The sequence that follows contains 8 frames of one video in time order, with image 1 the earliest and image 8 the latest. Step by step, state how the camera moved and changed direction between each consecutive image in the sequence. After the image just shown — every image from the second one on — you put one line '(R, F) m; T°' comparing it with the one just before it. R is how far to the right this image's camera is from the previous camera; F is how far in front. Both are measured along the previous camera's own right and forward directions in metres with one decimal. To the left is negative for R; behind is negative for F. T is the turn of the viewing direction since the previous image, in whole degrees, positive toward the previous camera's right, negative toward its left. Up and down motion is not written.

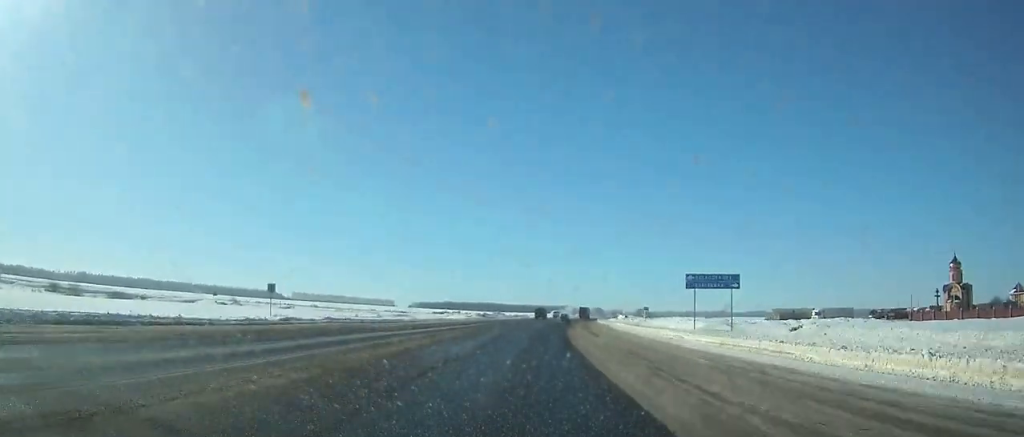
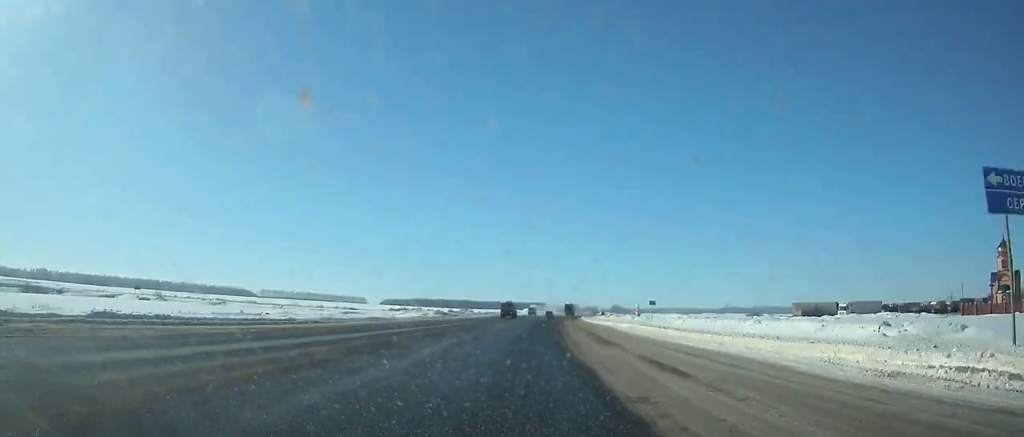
(0.0, +26.1) m; +2°
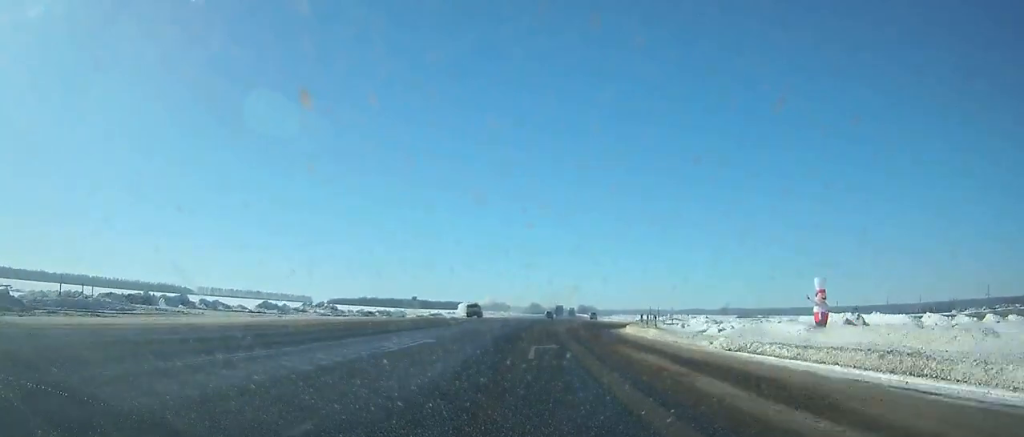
(+5.5, +103.8) m; +6°
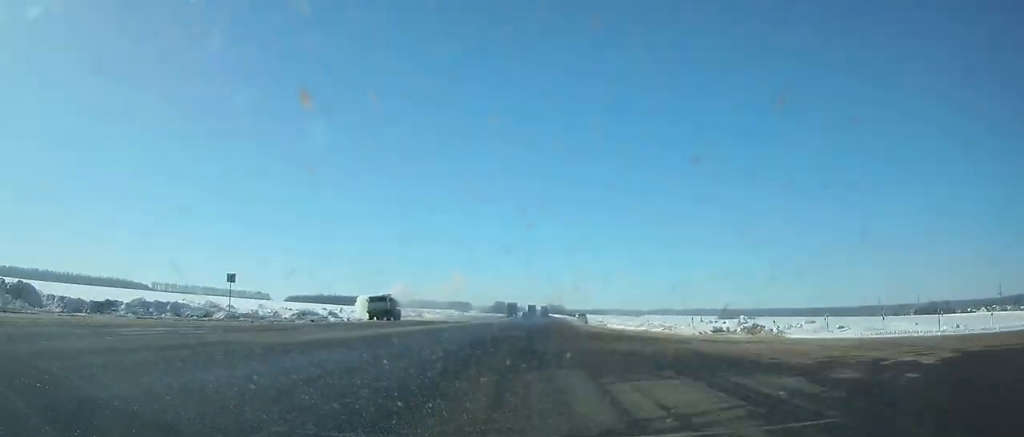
(+1.5, +51.9) m; +2°
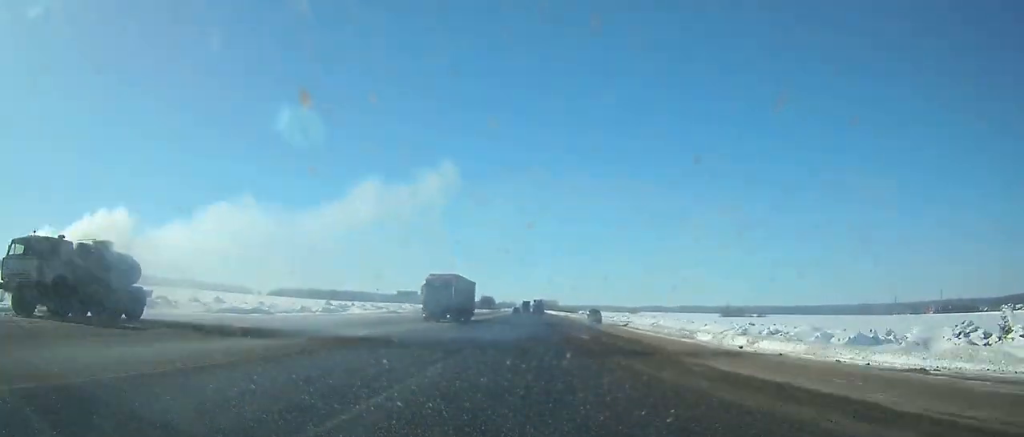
(+0.9, +48.1) m; +1°
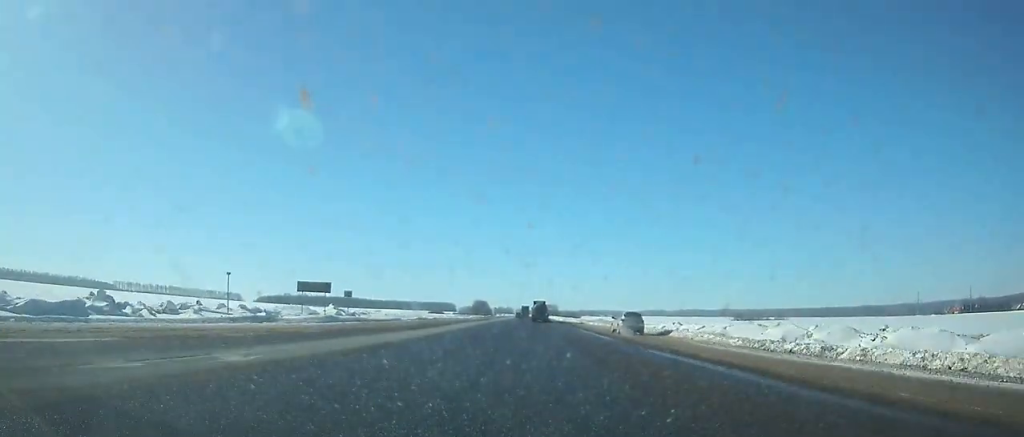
(+0.4, +42.3) m; 0°
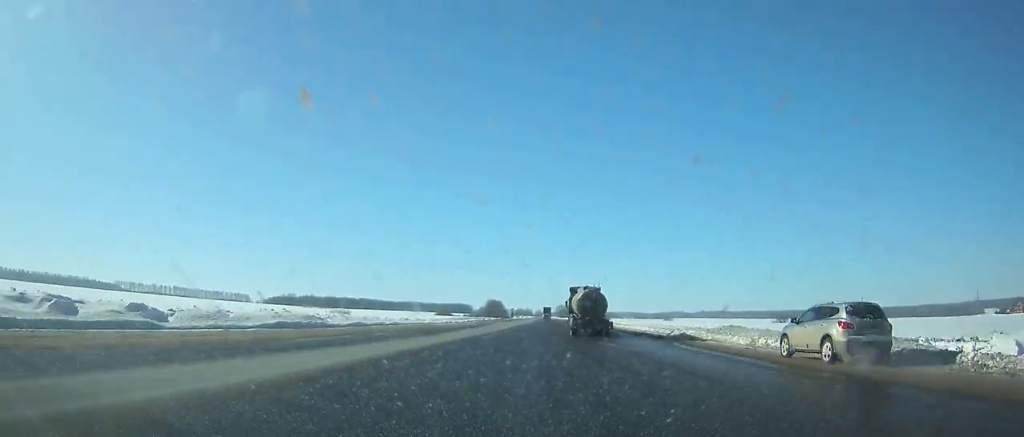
(-0.3, +59.5) m; 0°
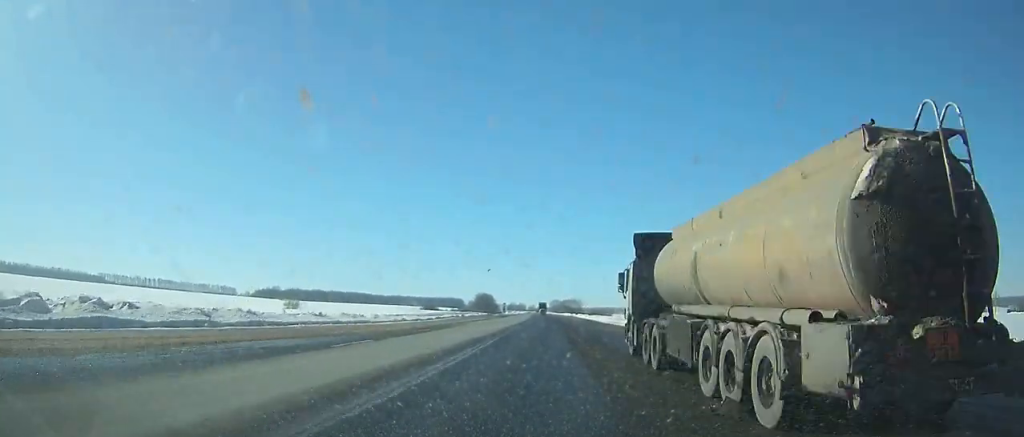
(0.0, +33.6) m; 0°
